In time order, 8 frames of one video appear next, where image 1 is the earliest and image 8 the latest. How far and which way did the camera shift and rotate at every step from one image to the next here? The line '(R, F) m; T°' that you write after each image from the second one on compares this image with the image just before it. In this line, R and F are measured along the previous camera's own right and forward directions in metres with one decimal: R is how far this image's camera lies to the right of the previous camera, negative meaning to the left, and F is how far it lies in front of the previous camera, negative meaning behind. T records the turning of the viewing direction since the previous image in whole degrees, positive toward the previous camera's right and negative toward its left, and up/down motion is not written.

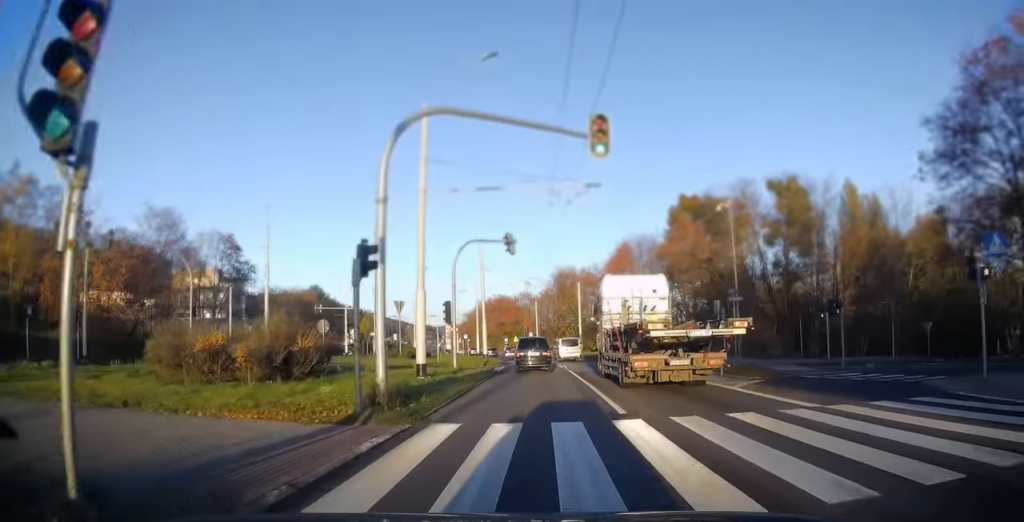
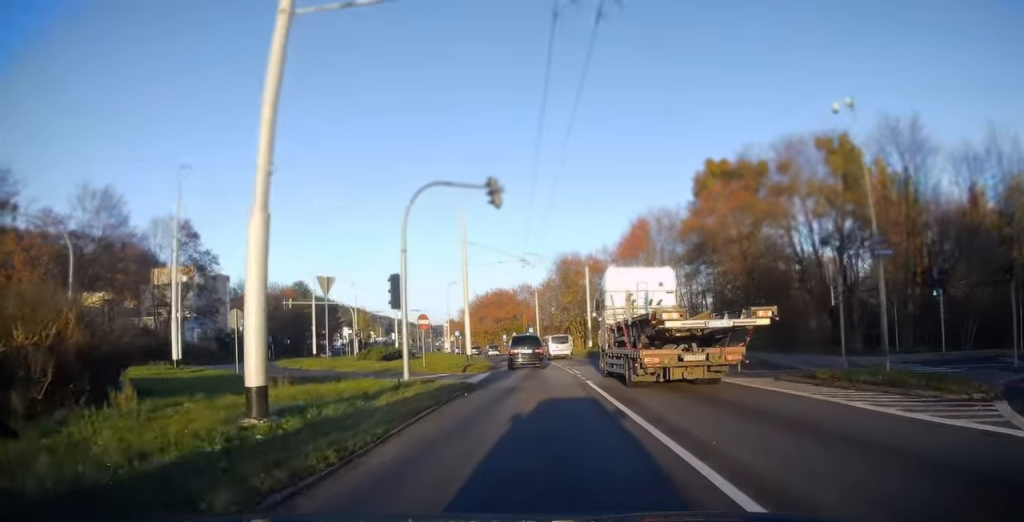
(-0.1, +11.5) m; 0°
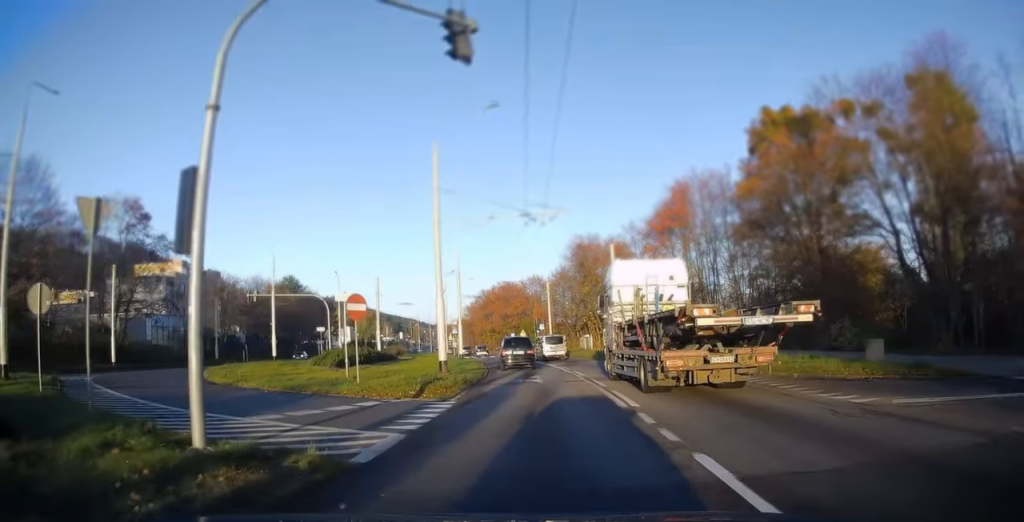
(0.0, +12.9) m; -1°
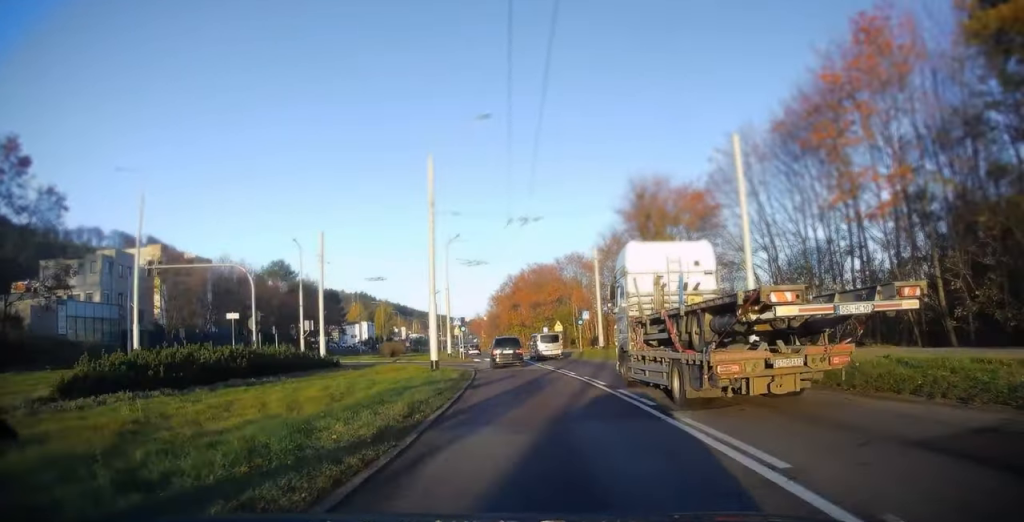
(-0.9, +23.8) m; -4°
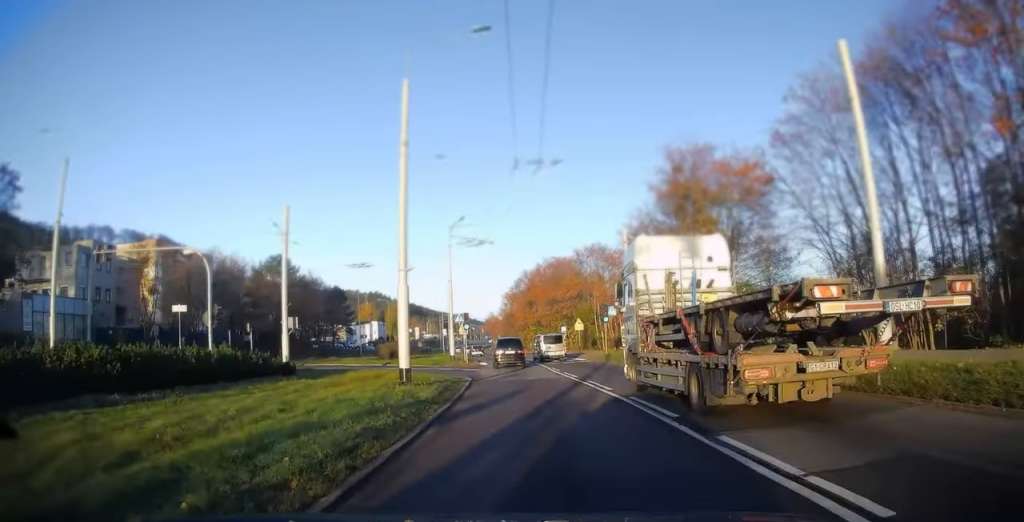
(-0.1, +7.9) m; -1°
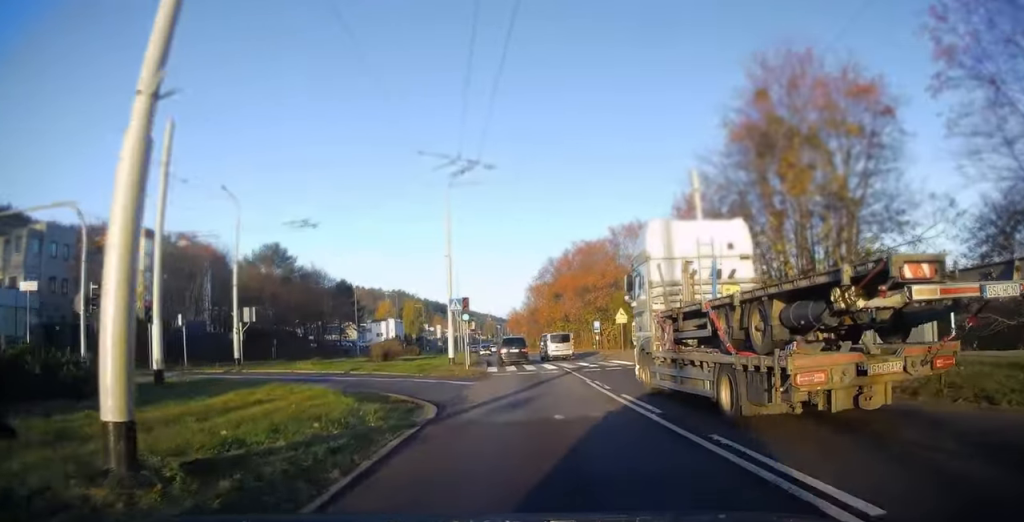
(+0.3, +12.6) m; -2°
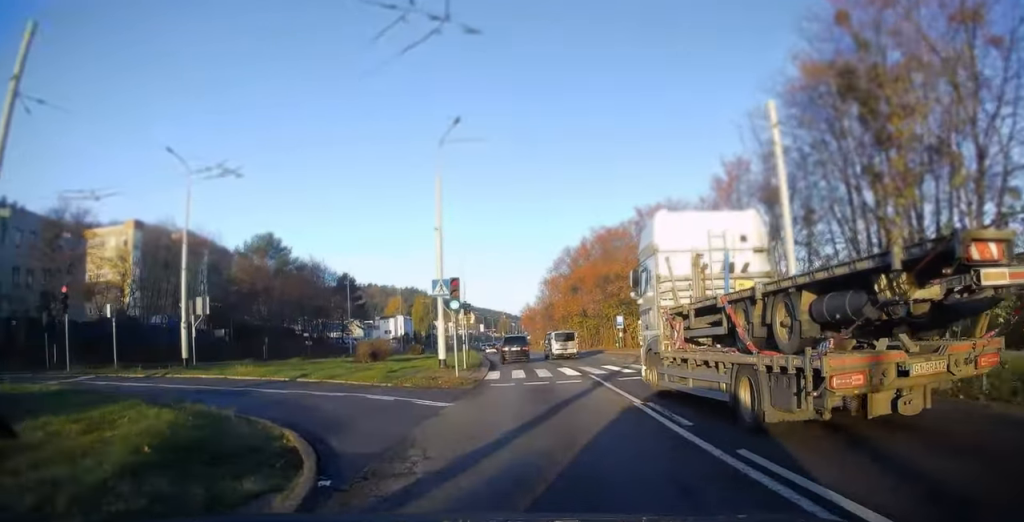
(-0.4, +7.8) m; -2°
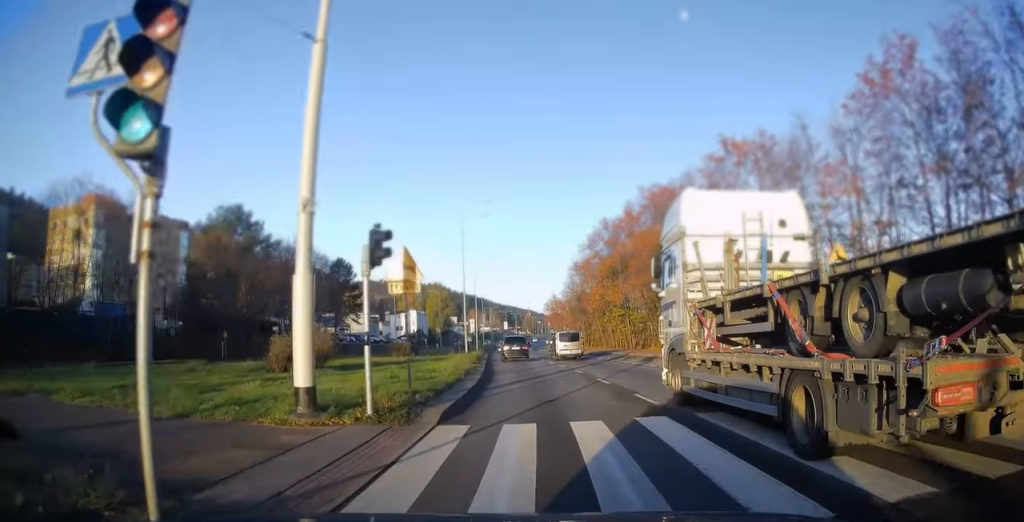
(-0.8, +18.2) m; -3°
